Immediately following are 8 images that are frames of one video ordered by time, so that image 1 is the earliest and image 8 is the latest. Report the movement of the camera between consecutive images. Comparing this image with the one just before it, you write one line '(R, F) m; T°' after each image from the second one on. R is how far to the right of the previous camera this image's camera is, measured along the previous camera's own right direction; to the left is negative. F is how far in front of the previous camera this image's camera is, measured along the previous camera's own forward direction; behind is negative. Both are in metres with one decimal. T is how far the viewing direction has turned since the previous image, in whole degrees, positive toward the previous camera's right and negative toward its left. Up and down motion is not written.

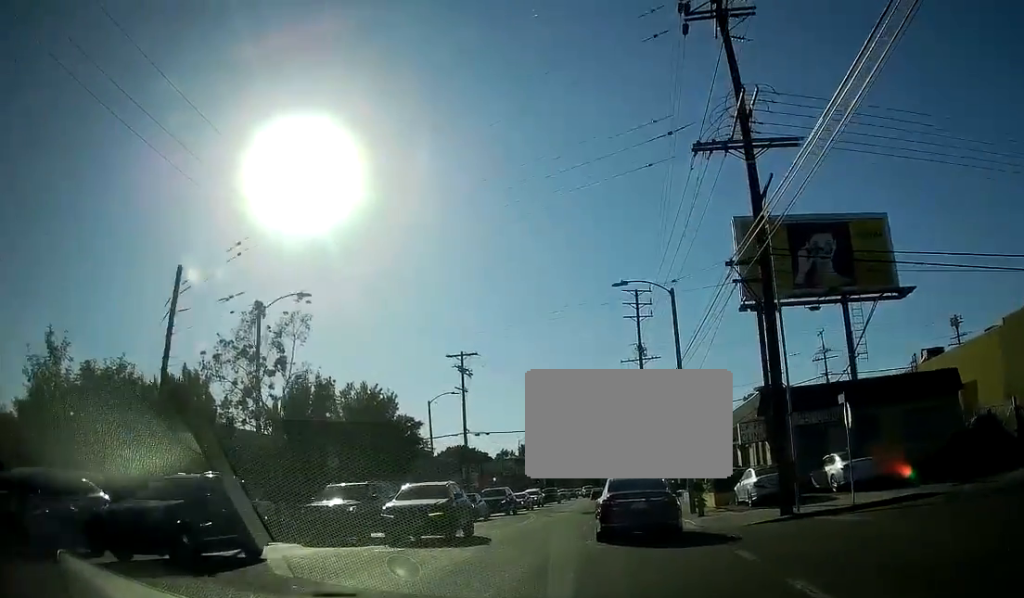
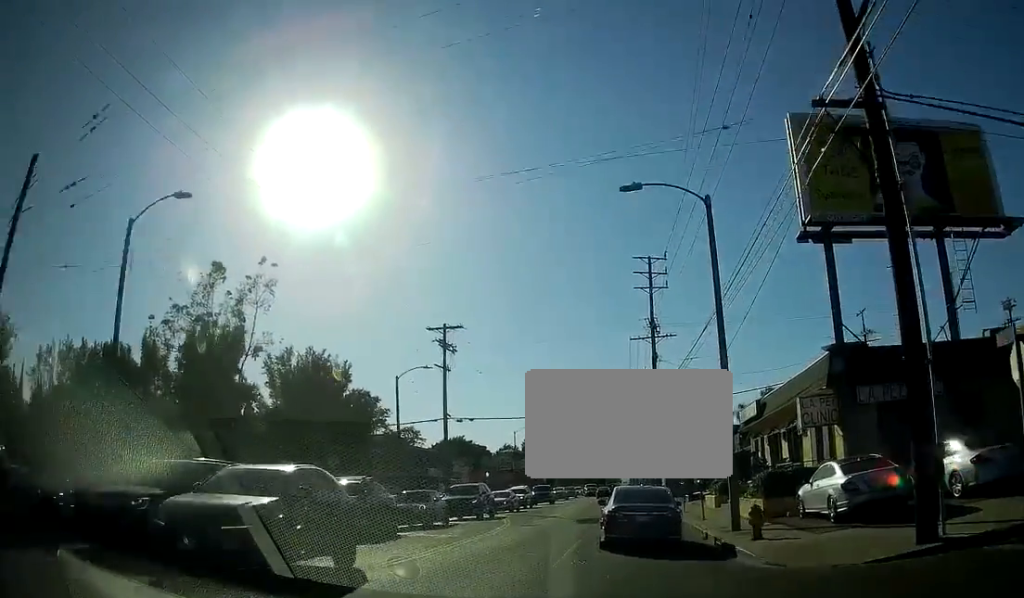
(-0.1, +10.4) m; -1°
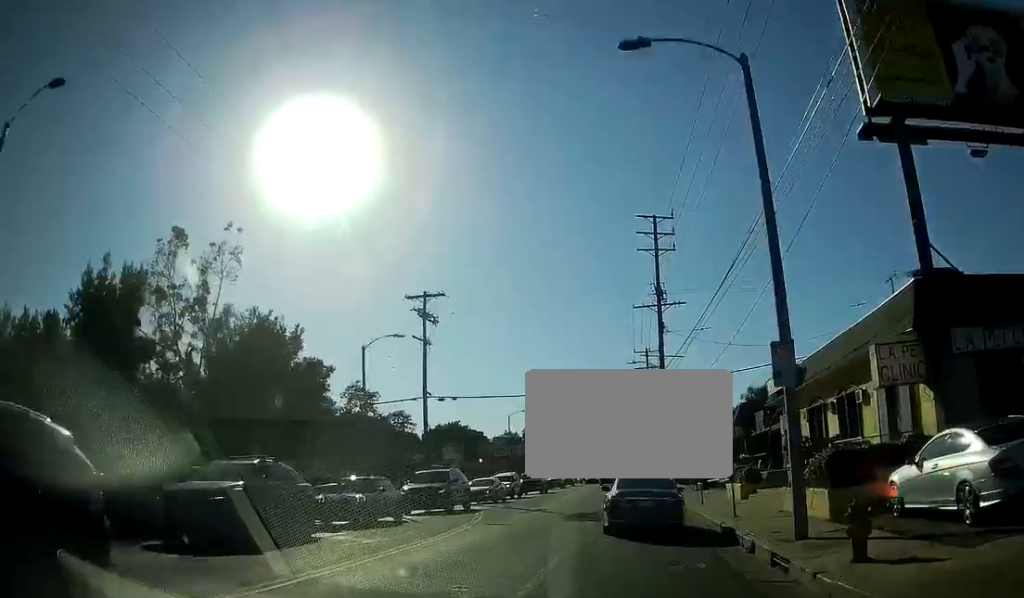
(0.0, +6.7) m; 0°
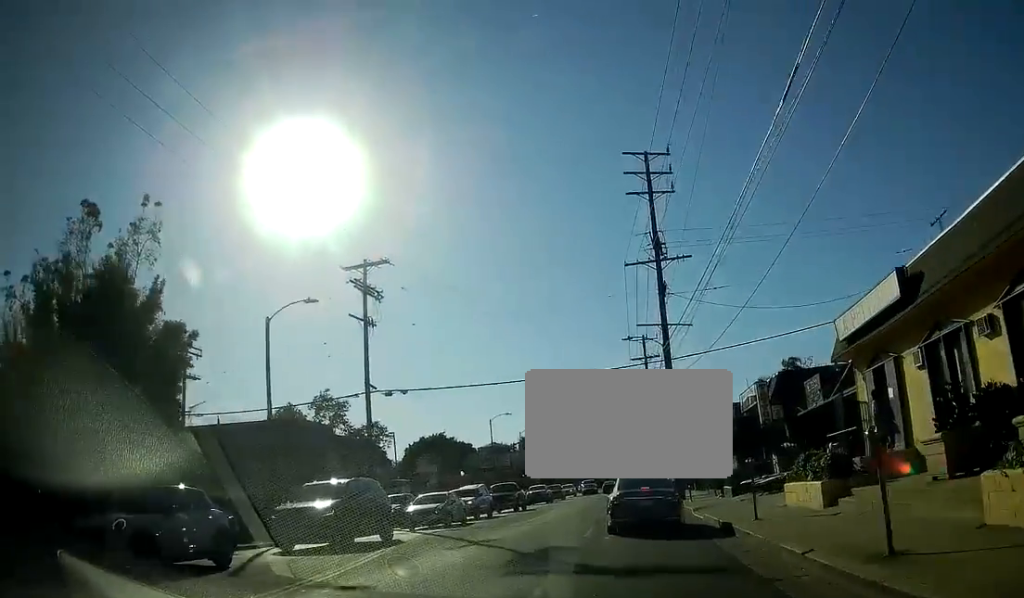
(0.0, +11.1) m; 0°
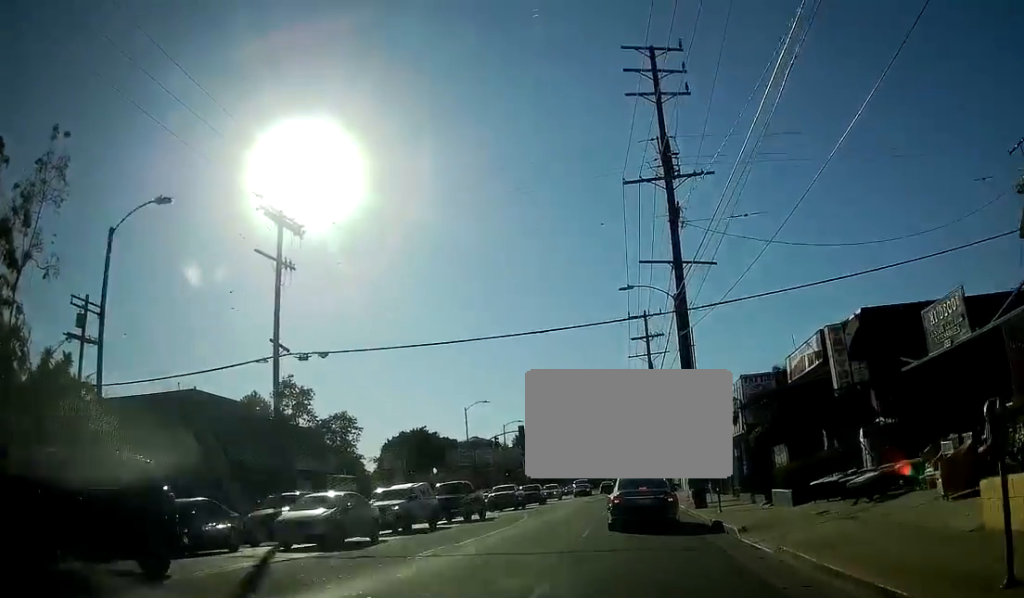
(0.0, +11.0) m; 0°
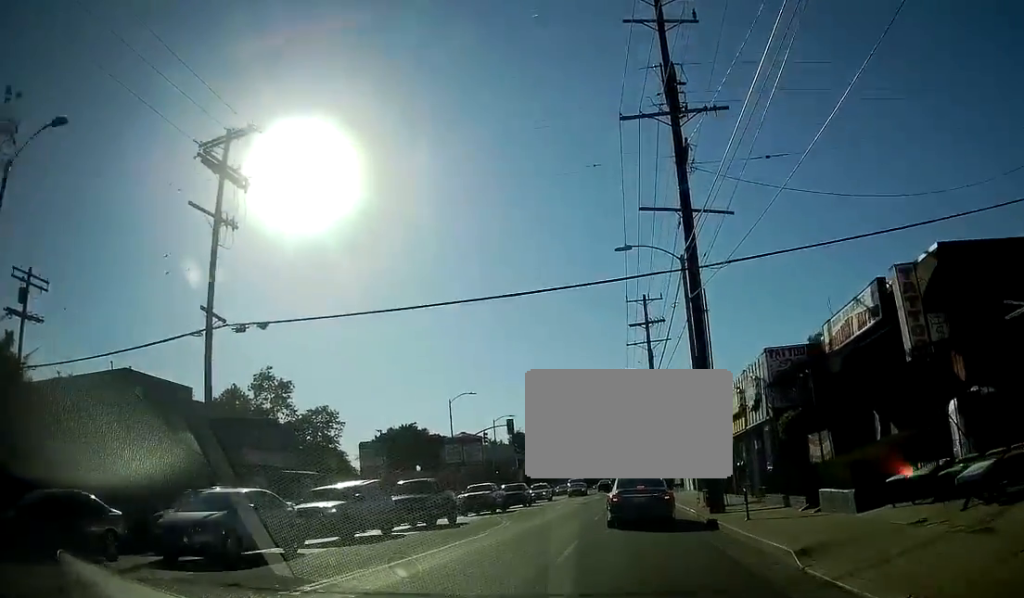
(0.0, +5.4) m; 0°
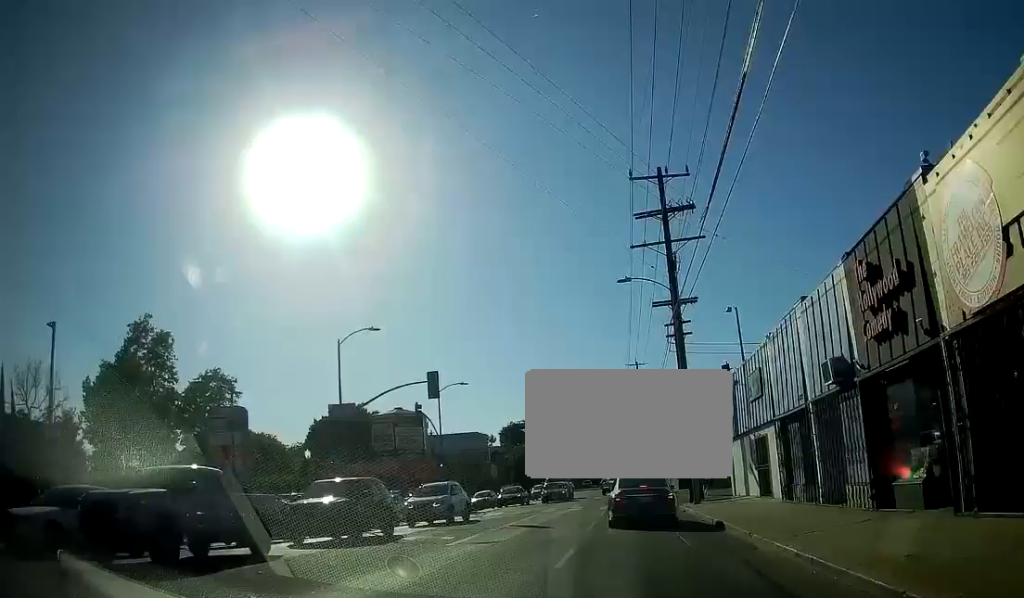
(+0.3, +24.5) m; 0°
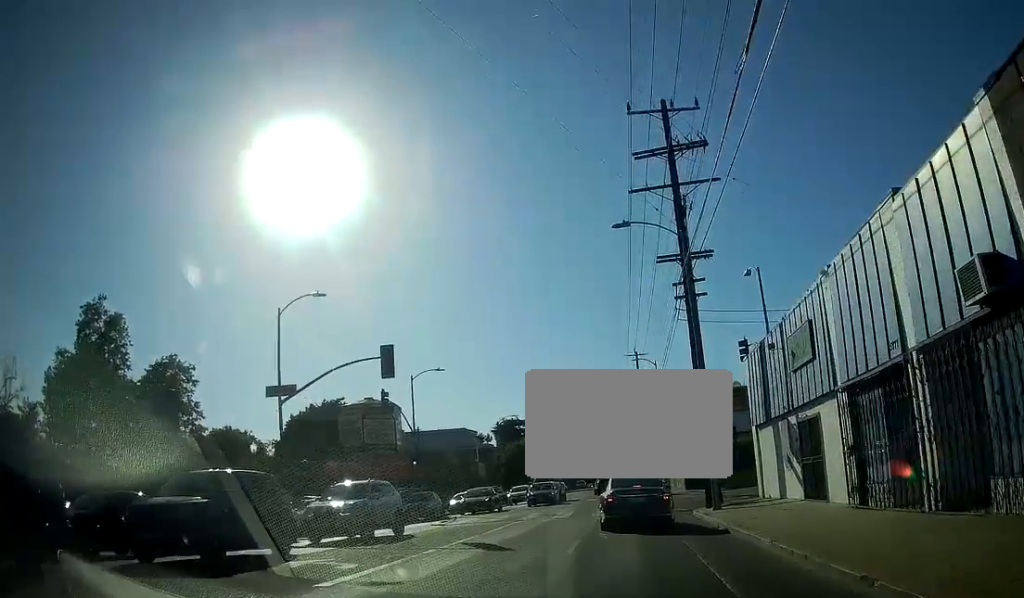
(-0.1, +6.9) m; -1°
